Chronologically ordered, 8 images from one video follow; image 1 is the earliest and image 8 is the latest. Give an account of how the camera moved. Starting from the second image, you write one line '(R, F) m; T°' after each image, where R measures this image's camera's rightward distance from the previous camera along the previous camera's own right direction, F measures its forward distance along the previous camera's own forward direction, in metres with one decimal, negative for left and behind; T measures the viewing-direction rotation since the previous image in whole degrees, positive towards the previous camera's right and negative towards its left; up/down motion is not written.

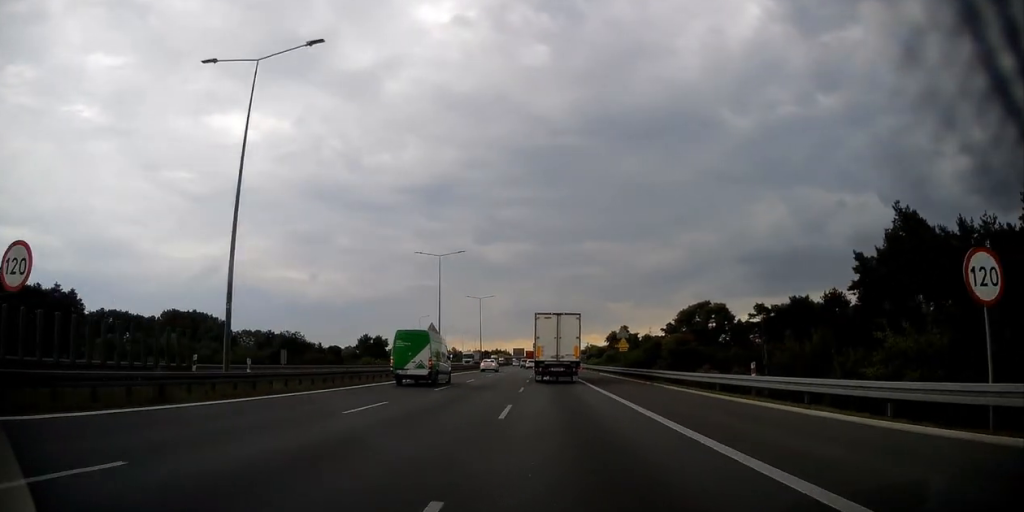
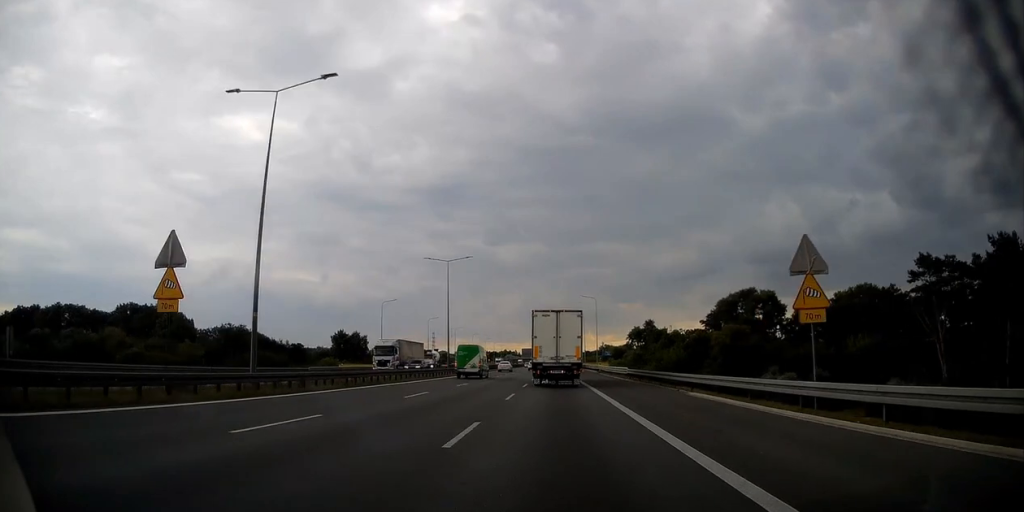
(-0.4, +40.0) m; -1°
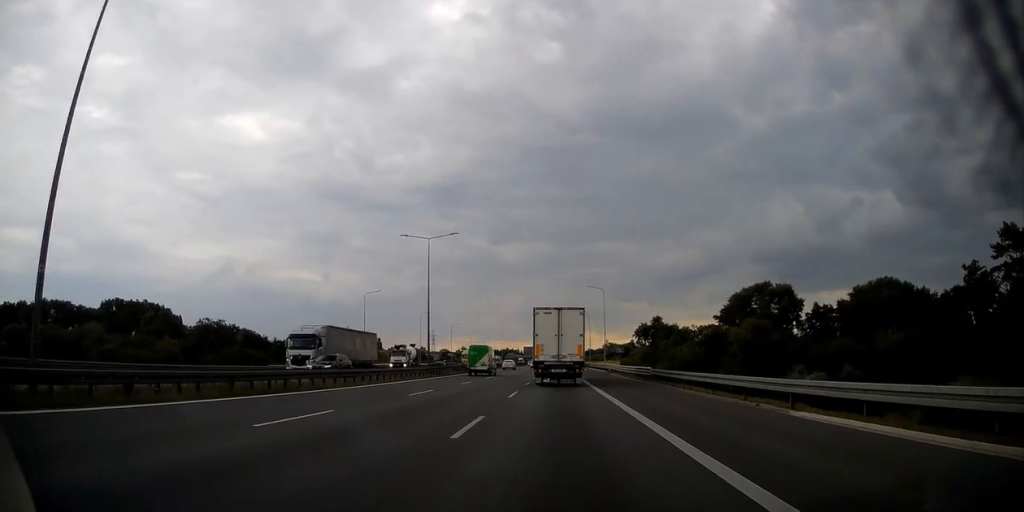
(-0.1, +11.1) m; -1°
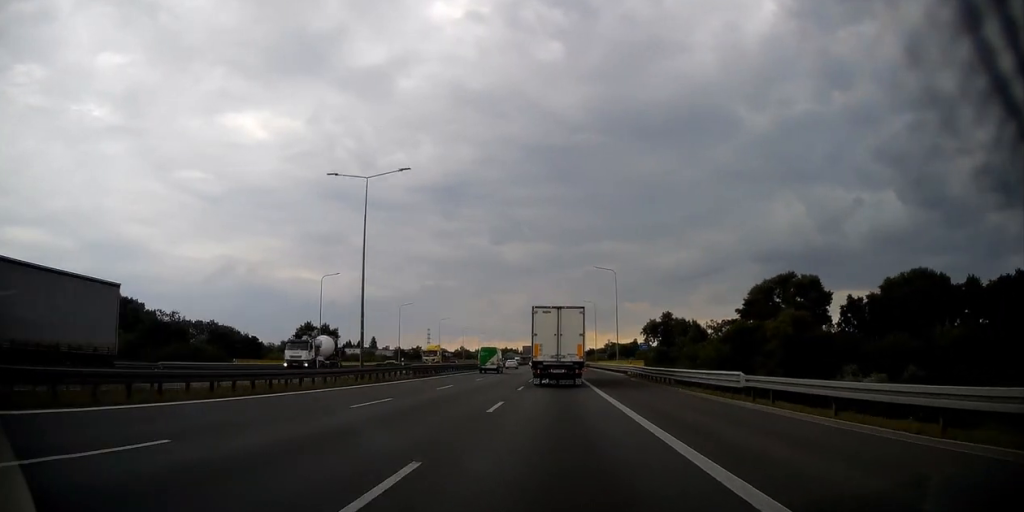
(0.0, +18.3) m; 0°
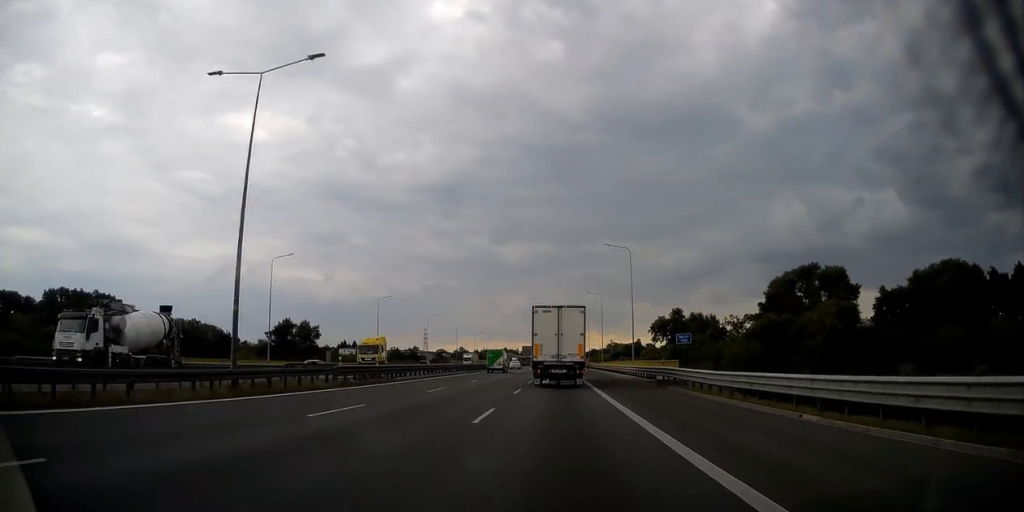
(0.0, +14.5) m; 0°
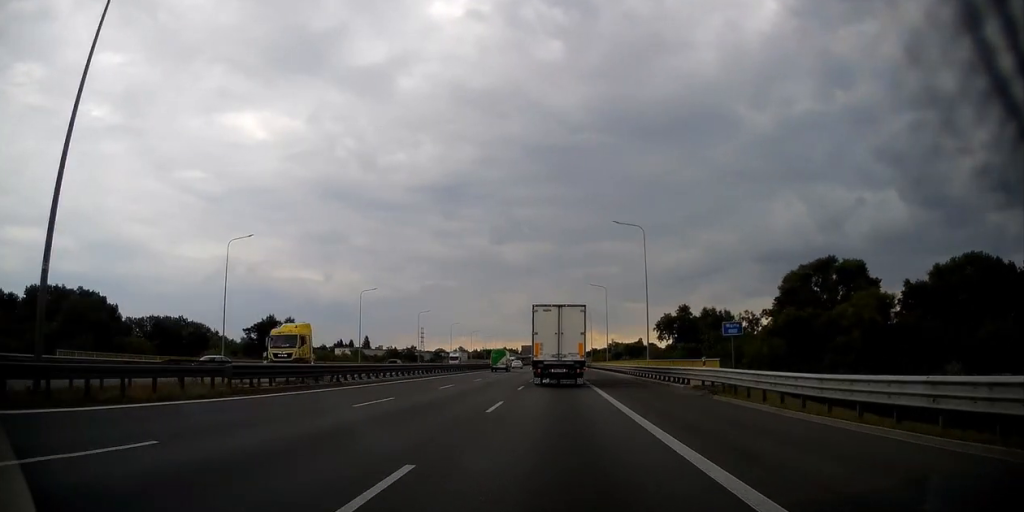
(0.0, +9.4) m; 0°
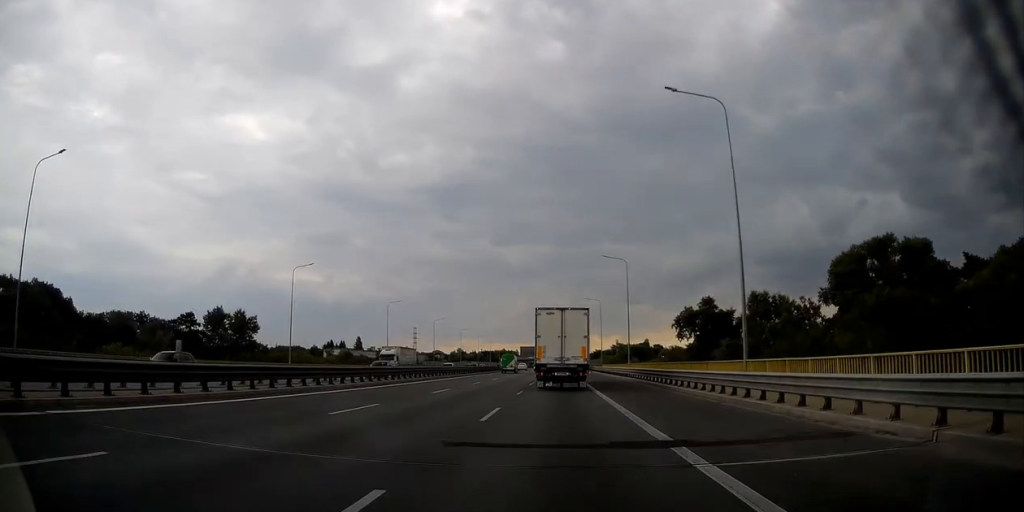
(+0.1, +24.5) m; 0°
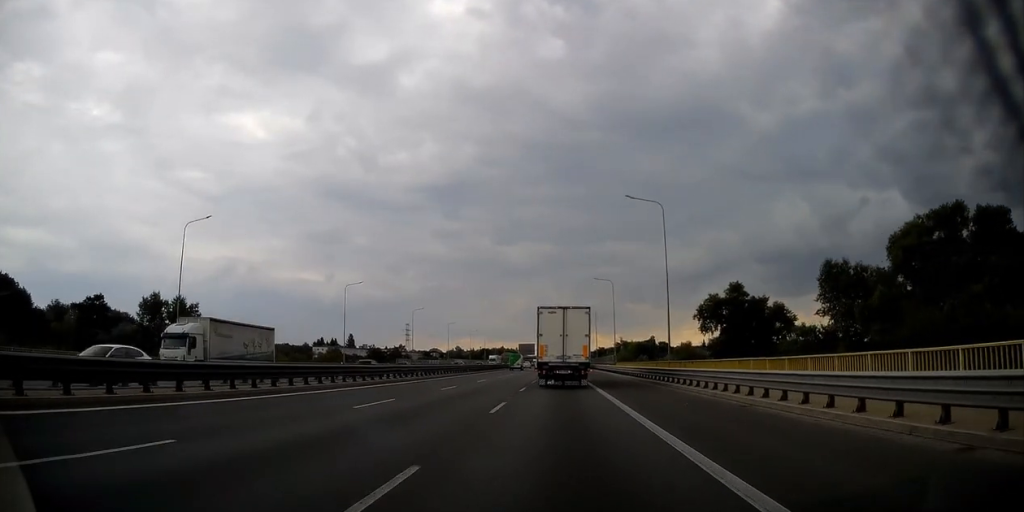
(0.0, +22.3) m; +1°
